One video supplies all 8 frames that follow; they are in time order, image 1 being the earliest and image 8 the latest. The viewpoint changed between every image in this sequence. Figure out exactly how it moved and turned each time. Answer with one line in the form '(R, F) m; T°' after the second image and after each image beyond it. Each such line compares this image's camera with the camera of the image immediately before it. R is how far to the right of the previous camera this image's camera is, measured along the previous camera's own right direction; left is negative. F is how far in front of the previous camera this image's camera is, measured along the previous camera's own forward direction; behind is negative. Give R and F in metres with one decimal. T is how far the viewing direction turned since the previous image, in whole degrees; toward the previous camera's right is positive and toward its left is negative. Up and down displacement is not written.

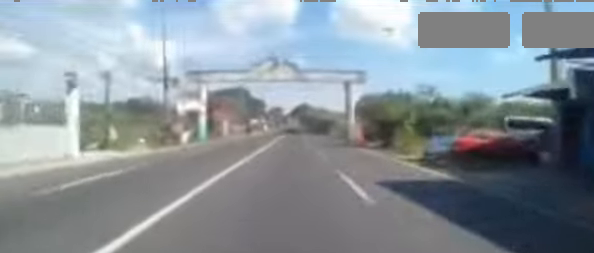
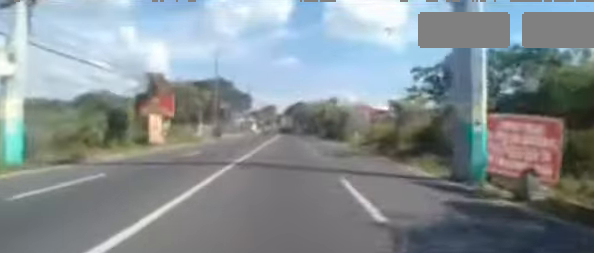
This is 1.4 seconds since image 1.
(+0.4, +19.1) m; 0°
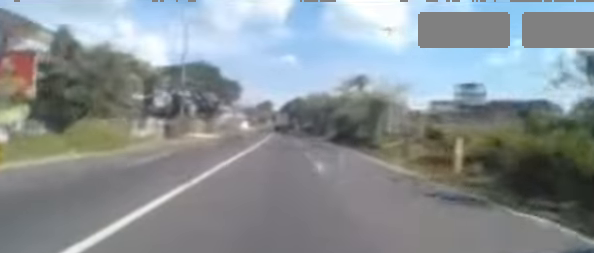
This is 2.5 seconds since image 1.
(-0.3, +14.3) m; 0°
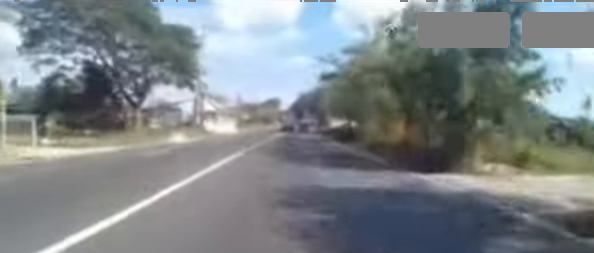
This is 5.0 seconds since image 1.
(+1.5, +35.3) m; -1°
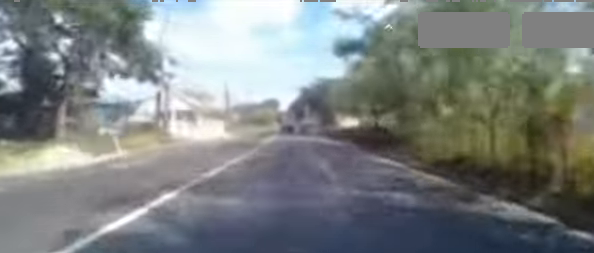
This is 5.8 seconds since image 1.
(-0.8, +10.8) m; 0°
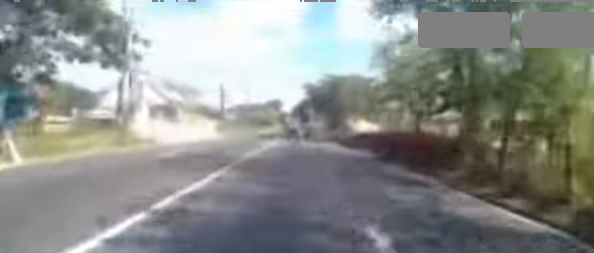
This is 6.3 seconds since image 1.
(+0.1, +6.8) m; +1°
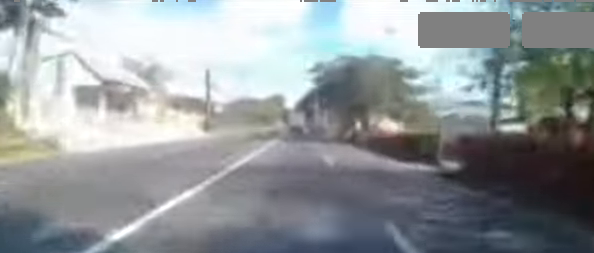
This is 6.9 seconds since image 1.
(+0.5, +8.5) m; +1°
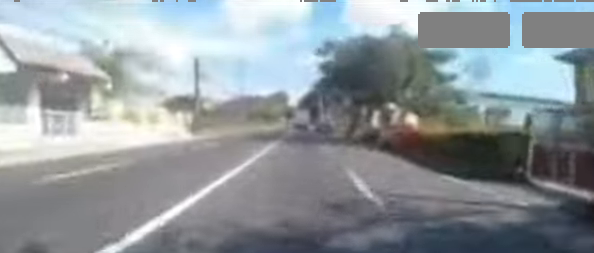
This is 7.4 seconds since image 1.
(-0.1, +5.7) m; -1°
